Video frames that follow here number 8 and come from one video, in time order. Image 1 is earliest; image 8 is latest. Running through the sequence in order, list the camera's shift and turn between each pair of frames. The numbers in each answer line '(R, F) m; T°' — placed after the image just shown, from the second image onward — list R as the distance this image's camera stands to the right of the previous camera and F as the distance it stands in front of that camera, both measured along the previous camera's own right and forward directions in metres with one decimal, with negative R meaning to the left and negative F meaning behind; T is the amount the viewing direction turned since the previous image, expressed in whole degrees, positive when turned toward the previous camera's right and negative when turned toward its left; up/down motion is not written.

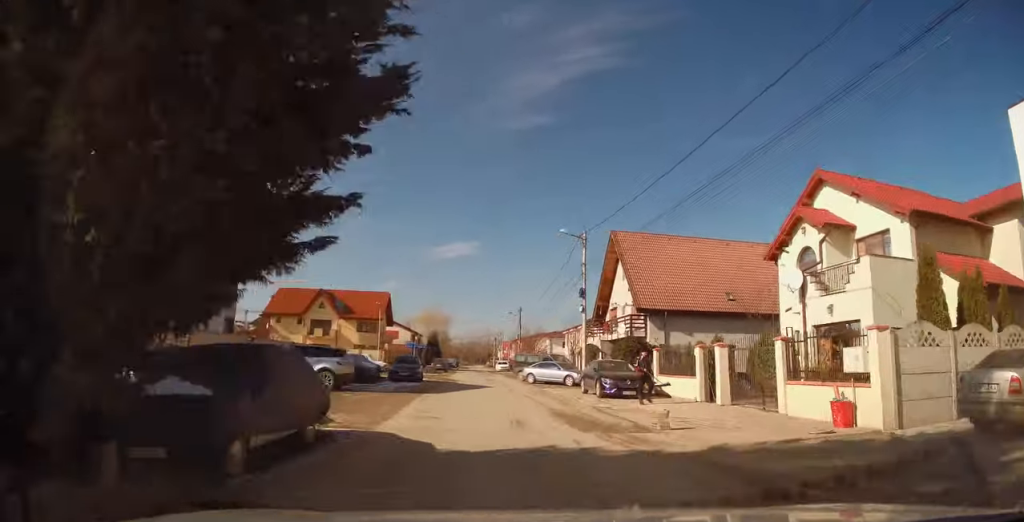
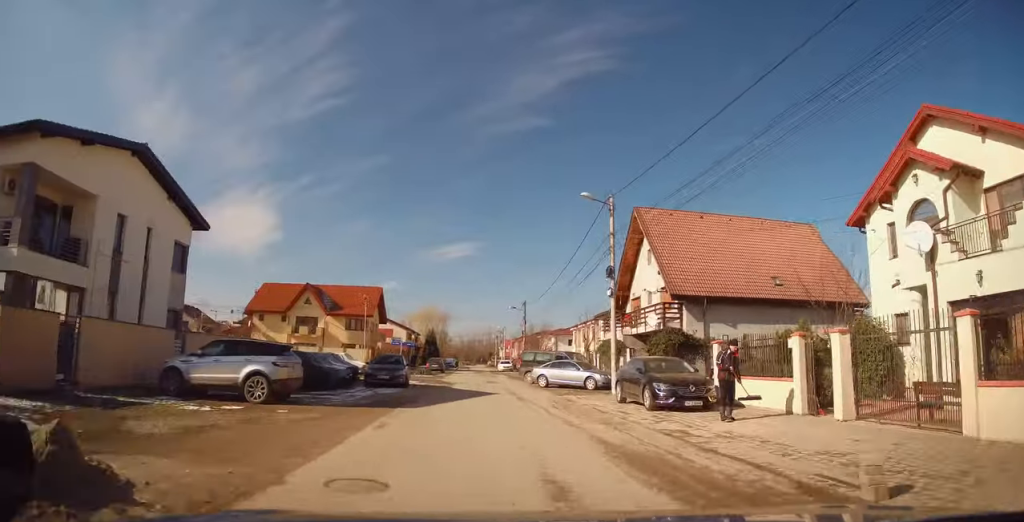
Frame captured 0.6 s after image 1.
(-0.2, +6.5) m; -1°
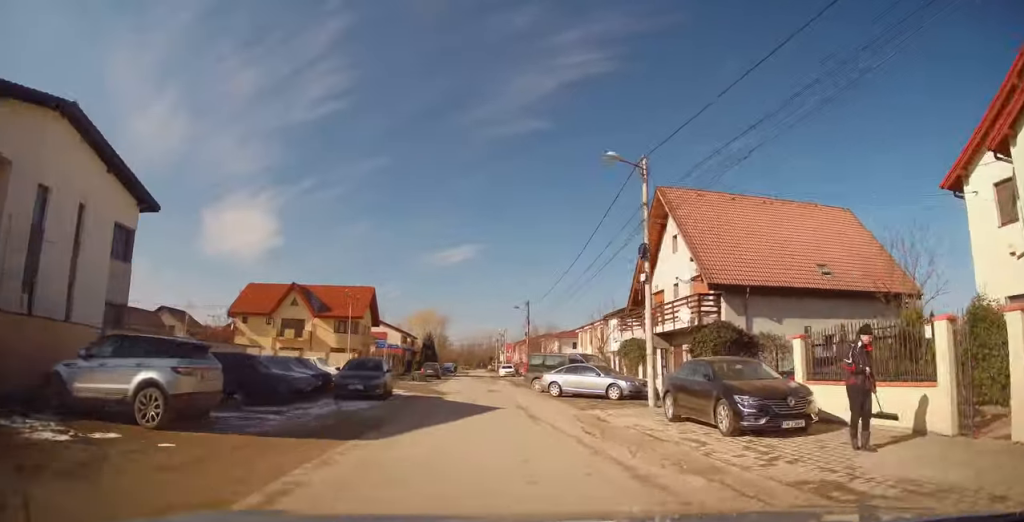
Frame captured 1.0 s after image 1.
(0.0, +4.7) m; +1°
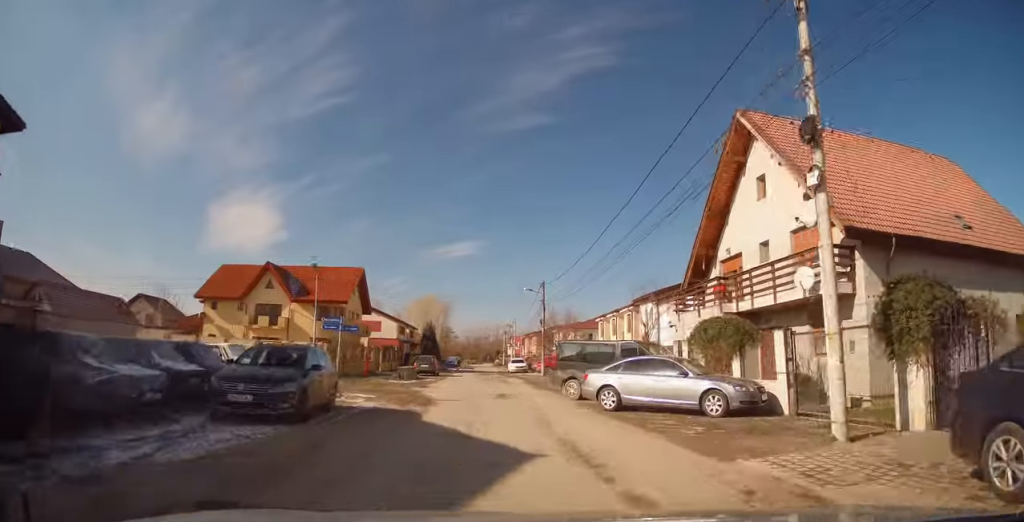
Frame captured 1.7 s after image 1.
(0.0, +8.8) m; +1°
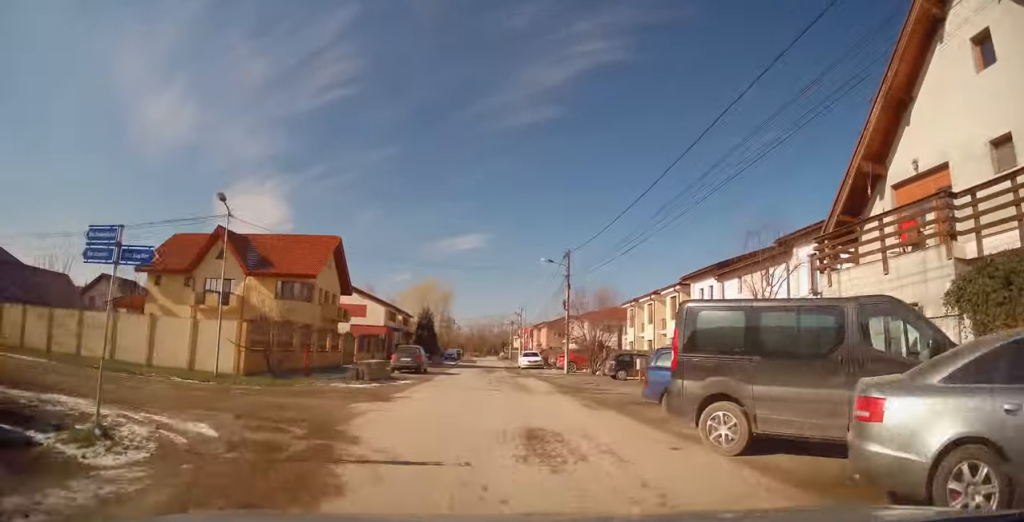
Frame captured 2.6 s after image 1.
(+0.3, +11.0) m; 0°
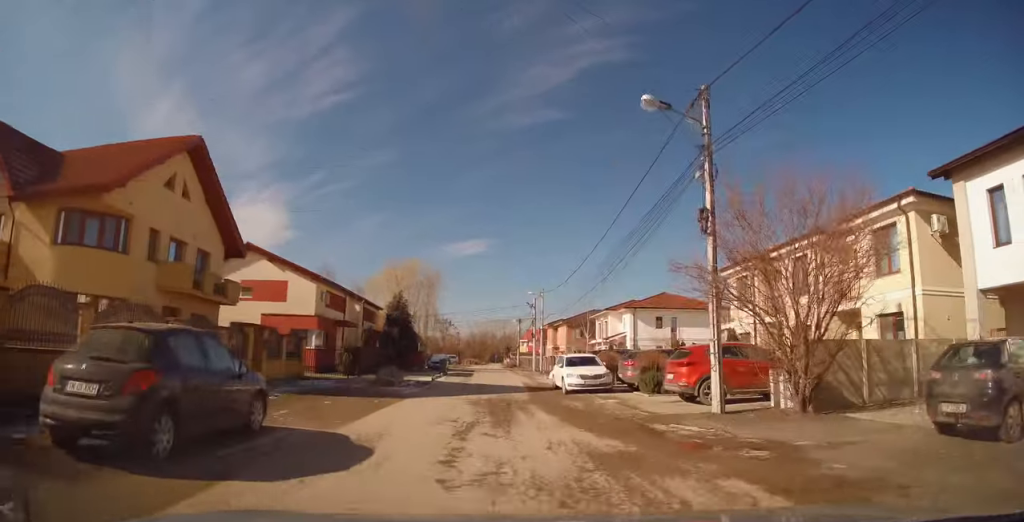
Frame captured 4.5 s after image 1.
(-0.7, +23.5) m; 0°
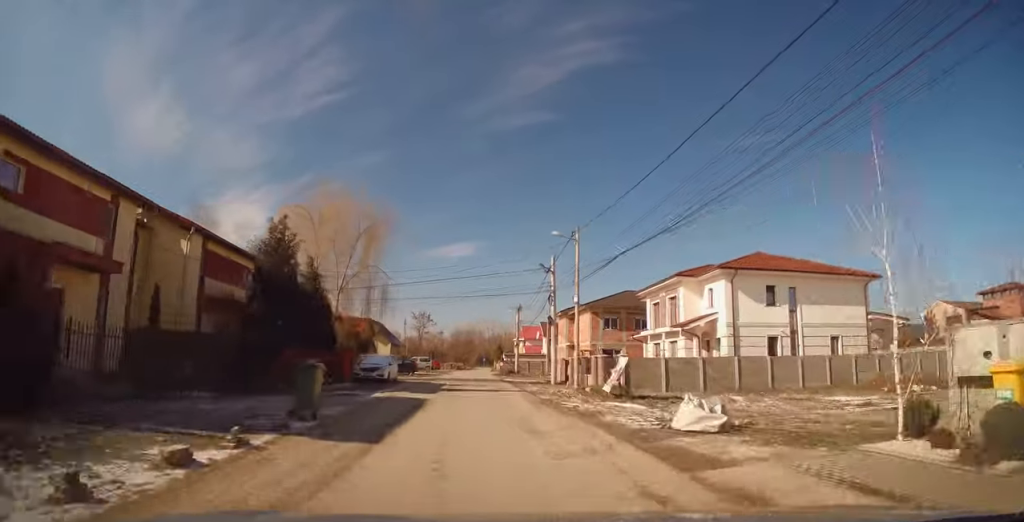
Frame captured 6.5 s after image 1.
(-0.3, +25.8) m; -1°
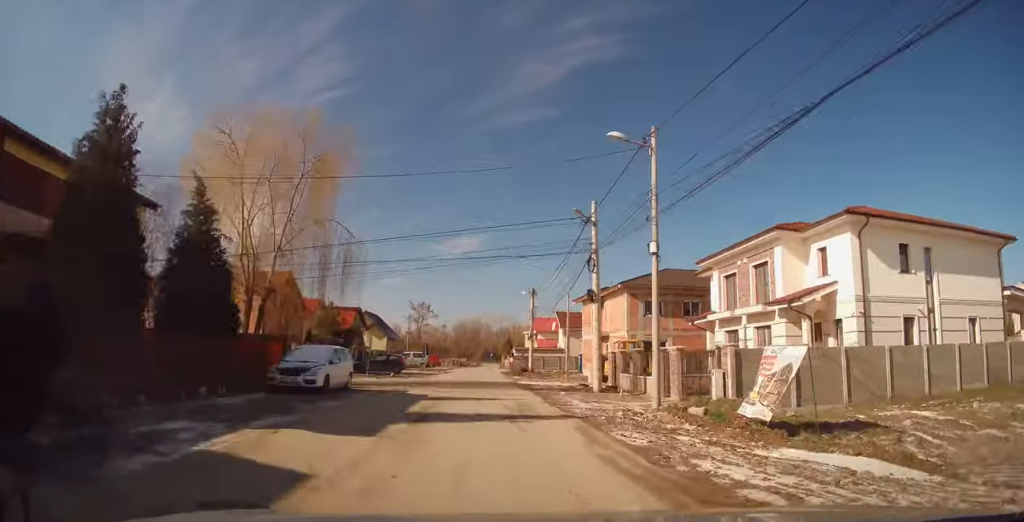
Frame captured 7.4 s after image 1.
(+0.5, +11.6) m; 0°
